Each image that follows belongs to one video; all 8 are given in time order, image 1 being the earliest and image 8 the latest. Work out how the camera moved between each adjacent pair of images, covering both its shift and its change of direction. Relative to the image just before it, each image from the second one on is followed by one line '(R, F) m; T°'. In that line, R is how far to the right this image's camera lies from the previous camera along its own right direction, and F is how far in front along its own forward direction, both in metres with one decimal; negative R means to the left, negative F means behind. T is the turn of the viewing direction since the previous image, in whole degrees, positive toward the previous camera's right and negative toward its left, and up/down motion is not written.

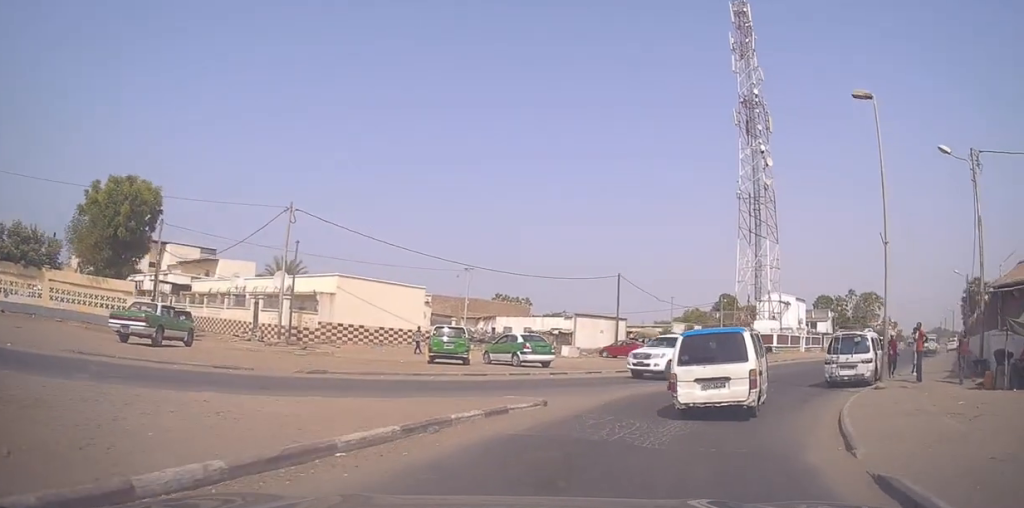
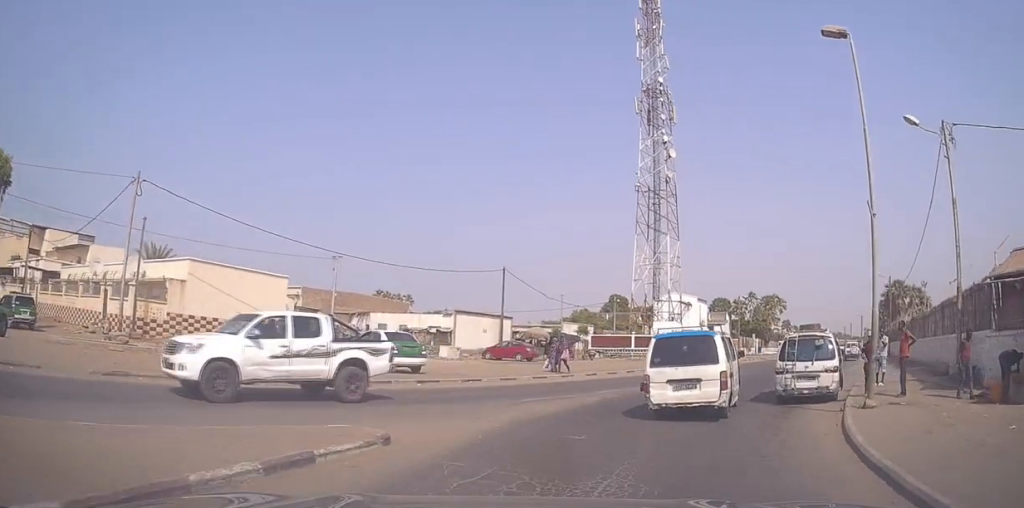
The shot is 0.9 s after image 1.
(+0.3, +4.9) m; +10°
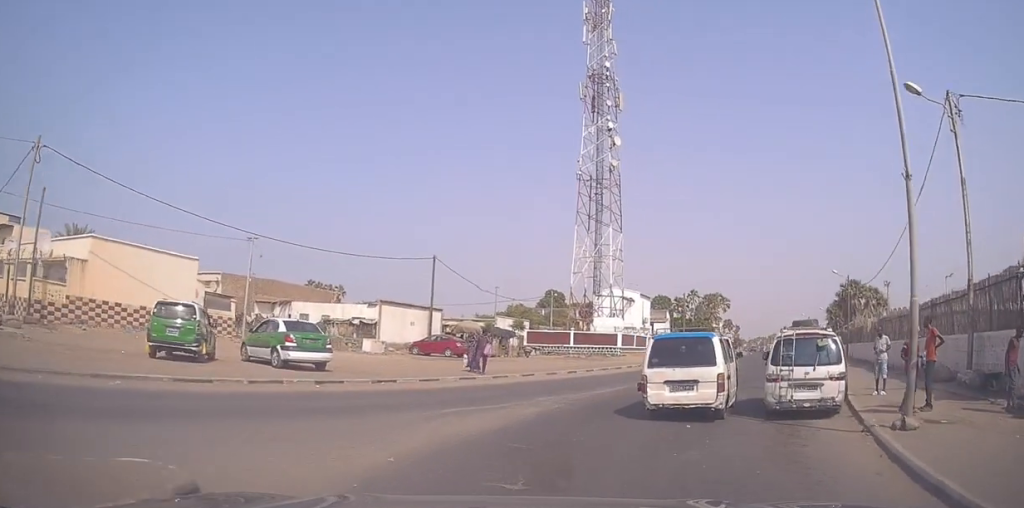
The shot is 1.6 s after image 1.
(+0.4, +3.6) m; +5°
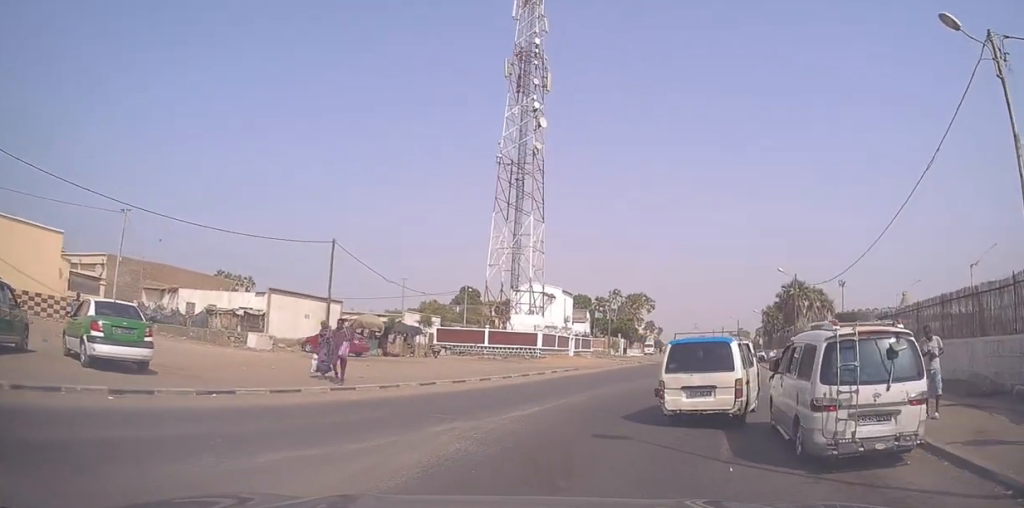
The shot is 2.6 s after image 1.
(+0.3, +5.4) m; +8°
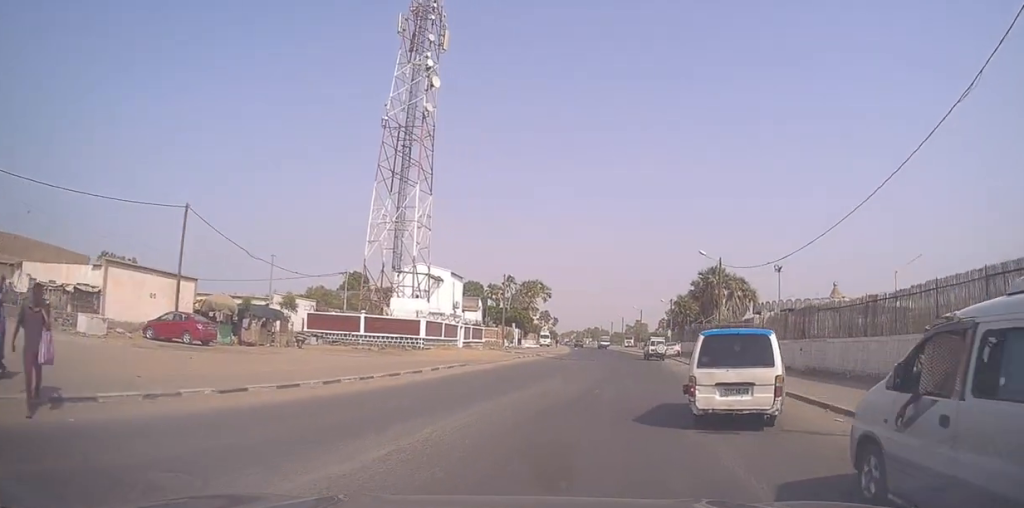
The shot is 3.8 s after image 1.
(+0.7, +6.7) m; +14°
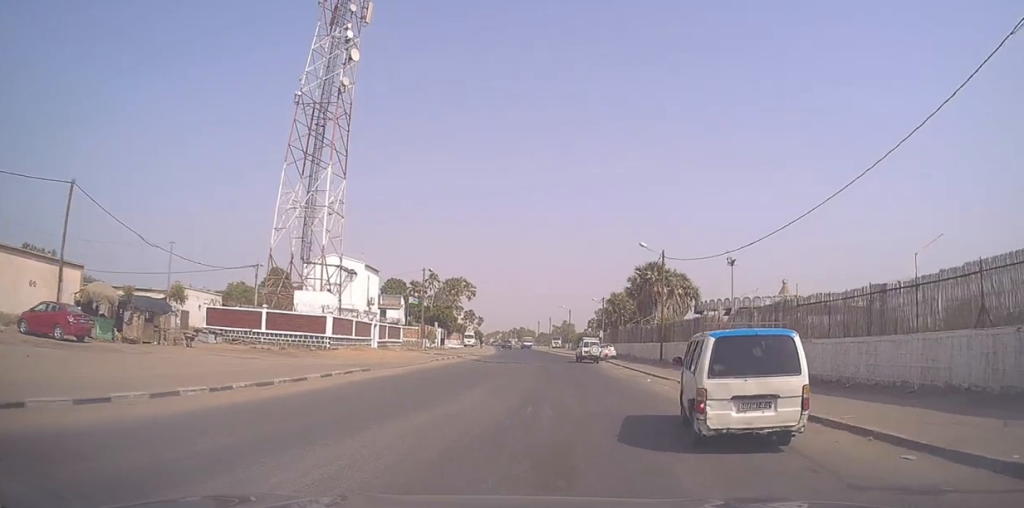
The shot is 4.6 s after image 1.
(+0.4, +4.4) m; +5°
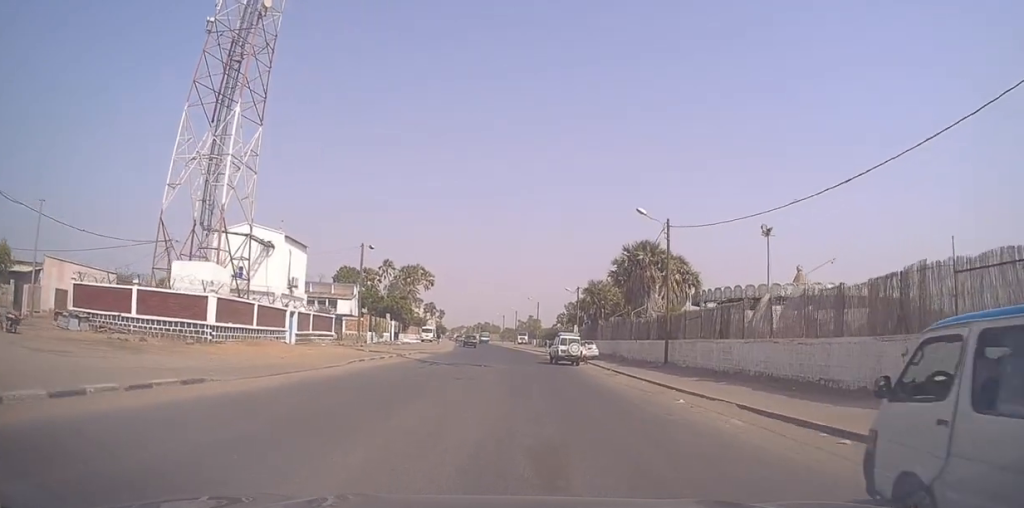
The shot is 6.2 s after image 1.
(+0.5, +9.7) m; +6°
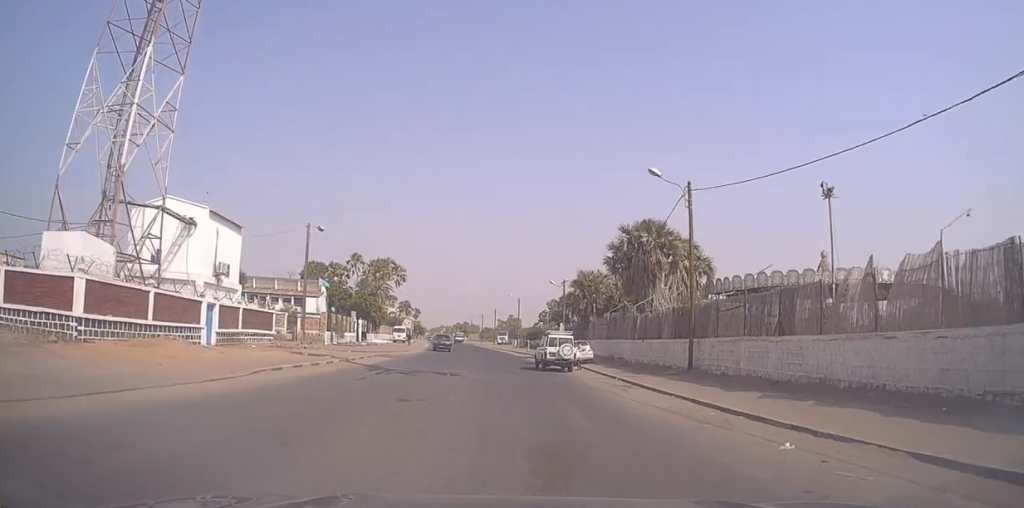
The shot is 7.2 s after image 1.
(+0.2, +7.5) m; -1°
